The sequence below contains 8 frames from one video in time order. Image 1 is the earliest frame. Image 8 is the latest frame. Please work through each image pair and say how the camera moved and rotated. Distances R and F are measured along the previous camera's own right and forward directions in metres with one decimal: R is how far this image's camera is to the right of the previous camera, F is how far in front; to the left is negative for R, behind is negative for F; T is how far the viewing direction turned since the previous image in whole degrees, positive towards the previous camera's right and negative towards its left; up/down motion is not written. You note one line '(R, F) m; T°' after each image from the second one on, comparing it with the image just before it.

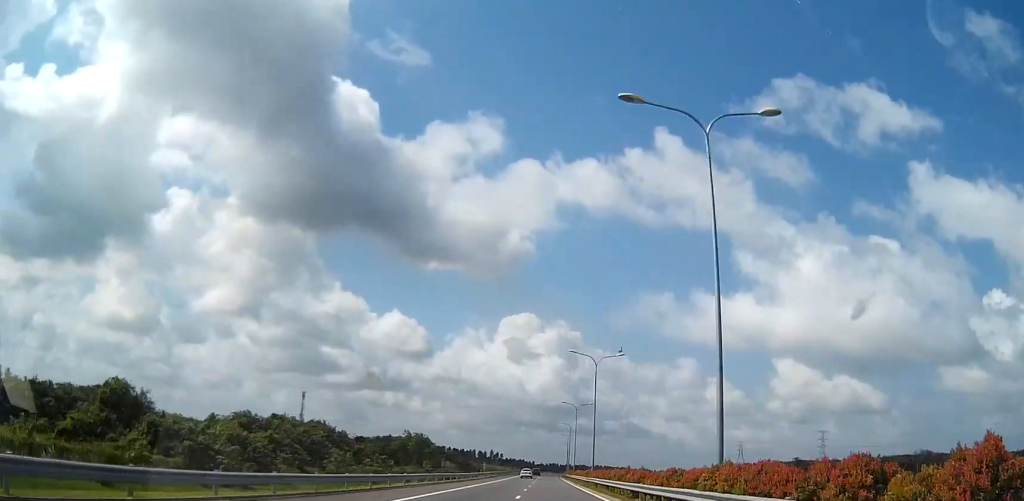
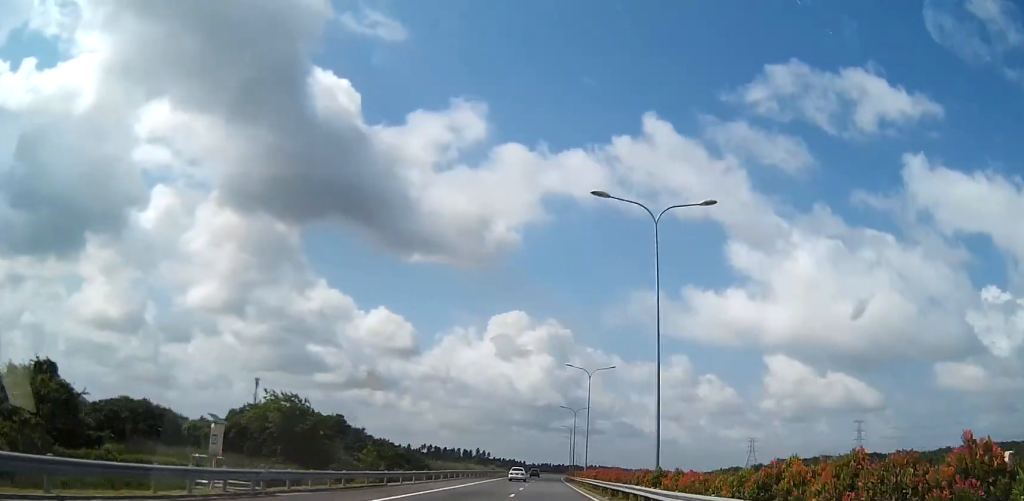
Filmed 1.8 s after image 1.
(+0.6, +82.9) m; +1°
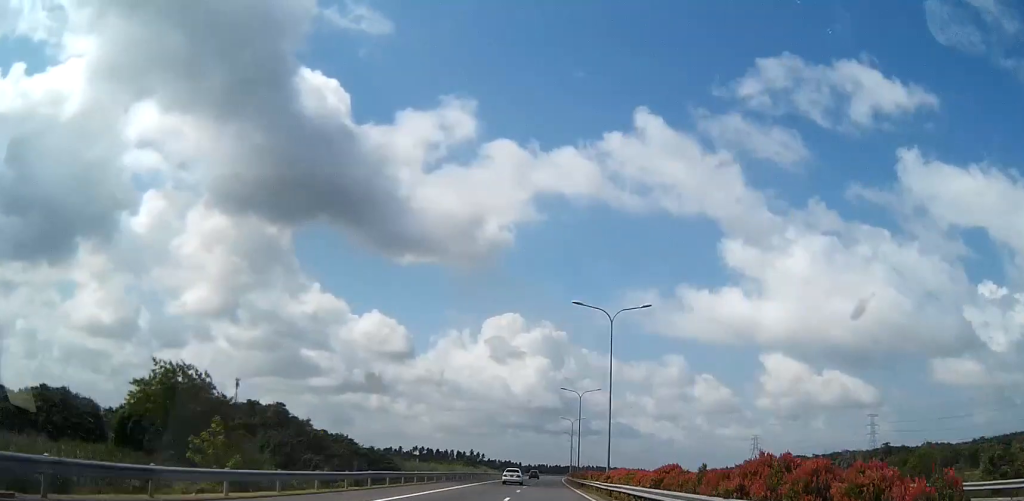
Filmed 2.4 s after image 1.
(0.0, +27.1) m; 0°
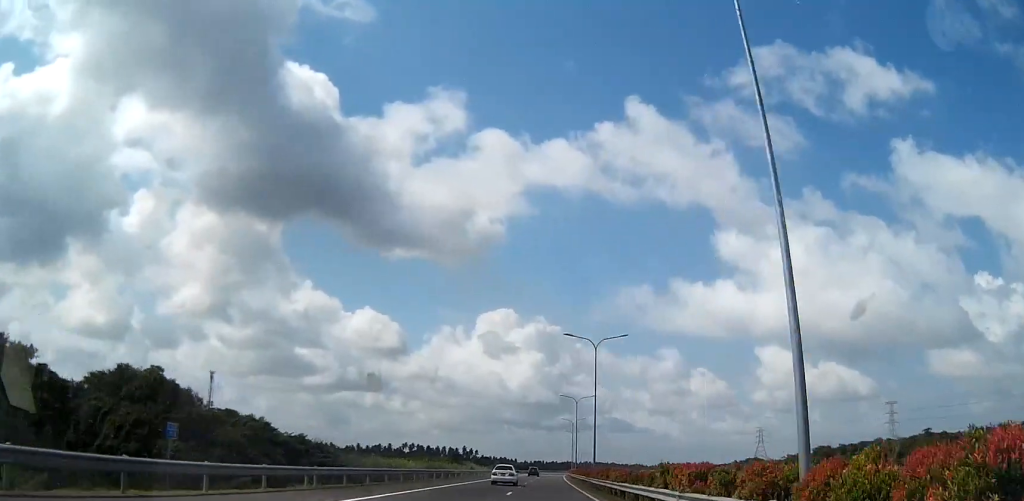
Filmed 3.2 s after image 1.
(0.0, +32.9) m; 0°
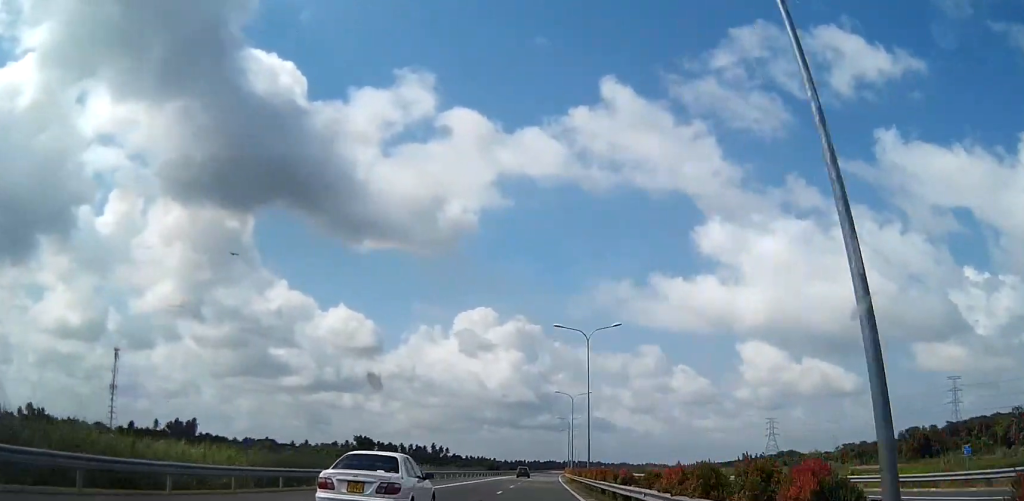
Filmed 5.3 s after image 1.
(+0.9, +95.6) m; +1°
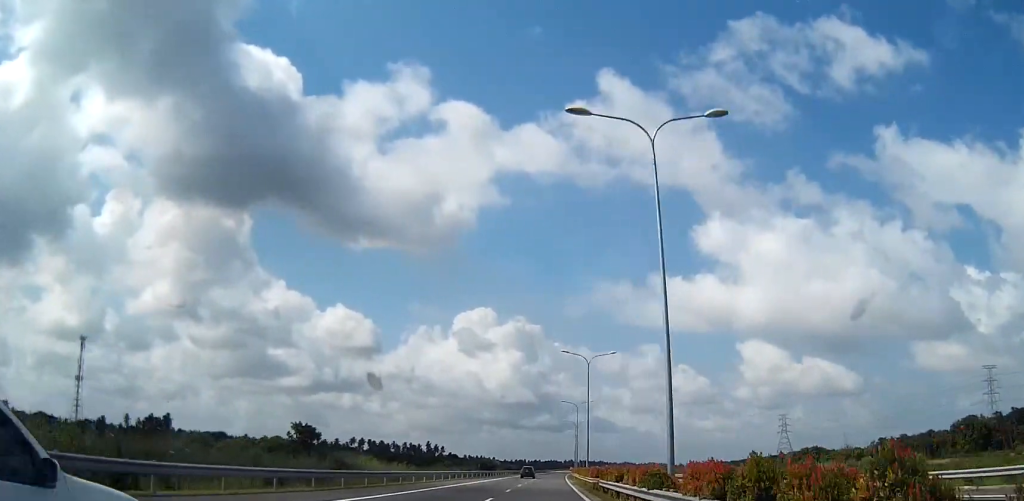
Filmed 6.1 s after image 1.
(+0.1, +34.3) m; +1°
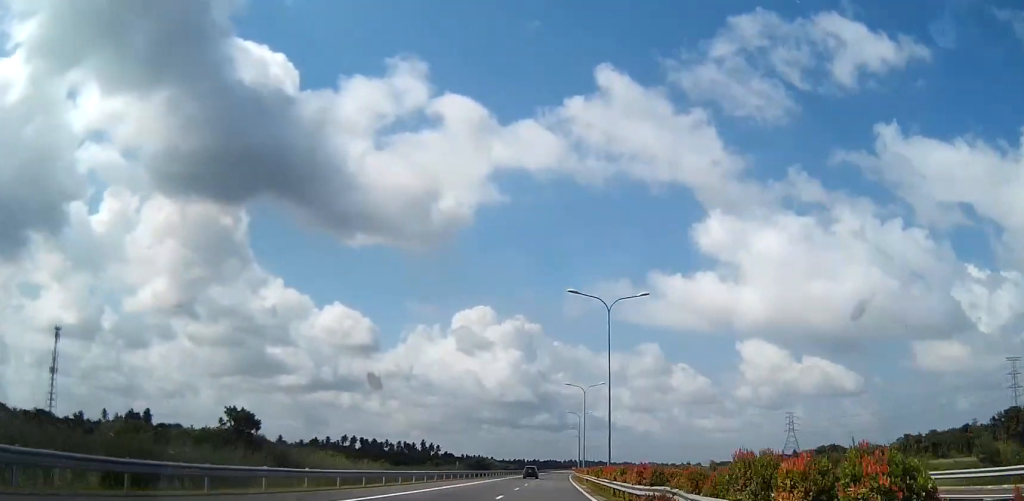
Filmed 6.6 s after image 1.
(+0.1, +22.0) m; 0°
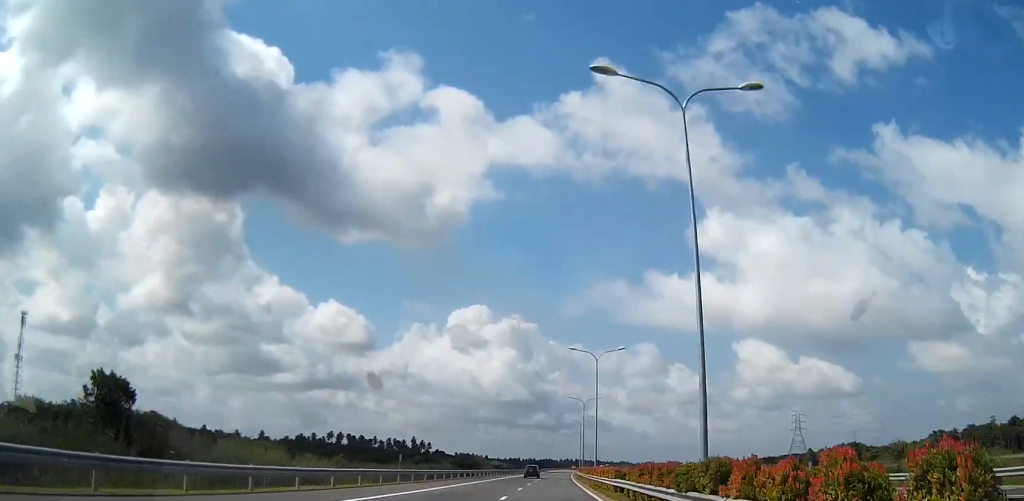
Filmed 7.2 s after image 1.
(0.0, +26.2) m; 0°
